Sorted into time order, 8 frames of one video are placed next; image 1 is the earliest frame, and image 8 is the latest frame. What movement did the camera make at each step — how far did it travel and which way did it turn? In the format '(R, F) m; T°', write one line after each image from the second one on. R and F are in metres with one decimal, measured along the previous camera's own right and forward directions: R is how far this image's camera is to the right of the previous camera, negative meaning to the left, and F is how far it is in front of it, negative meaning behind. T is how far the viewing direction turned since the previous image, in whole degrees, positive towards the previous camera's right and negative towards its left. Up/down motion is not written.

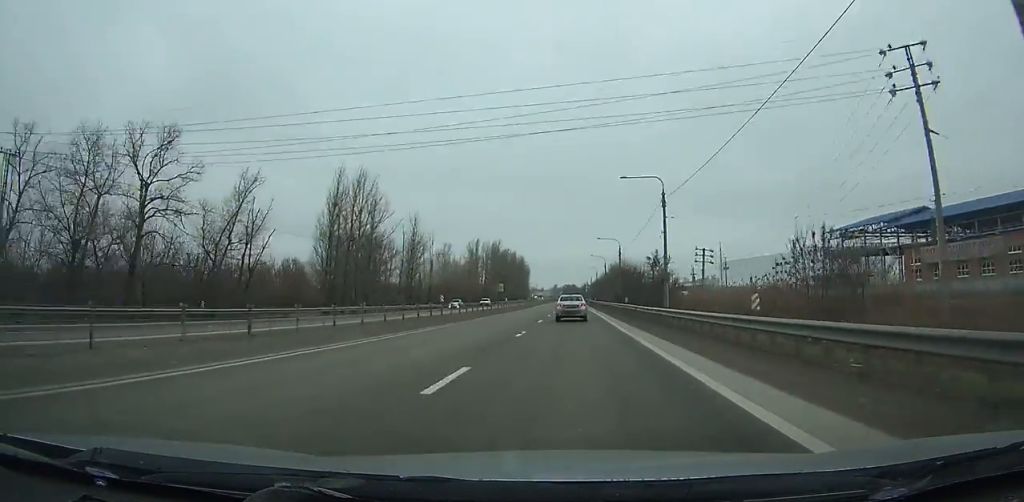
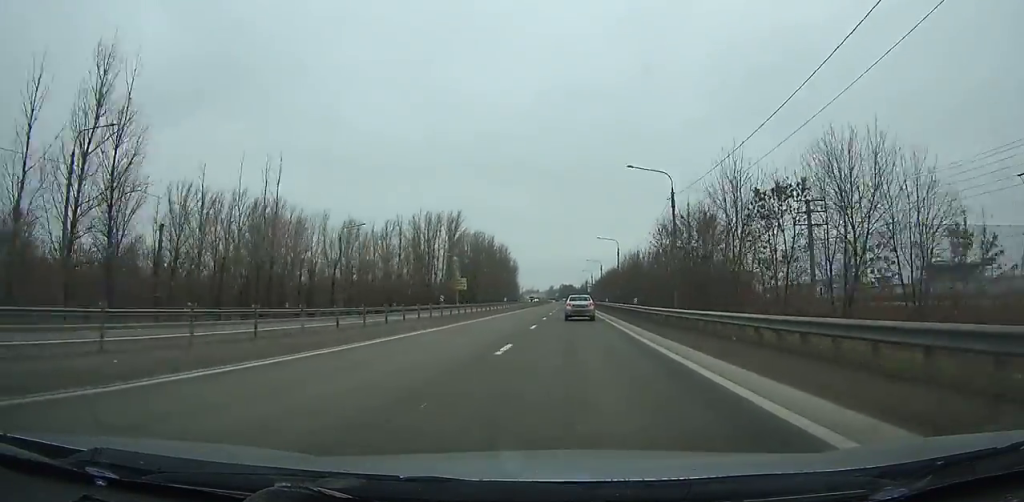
(+0.7, +77.9) m; 0°
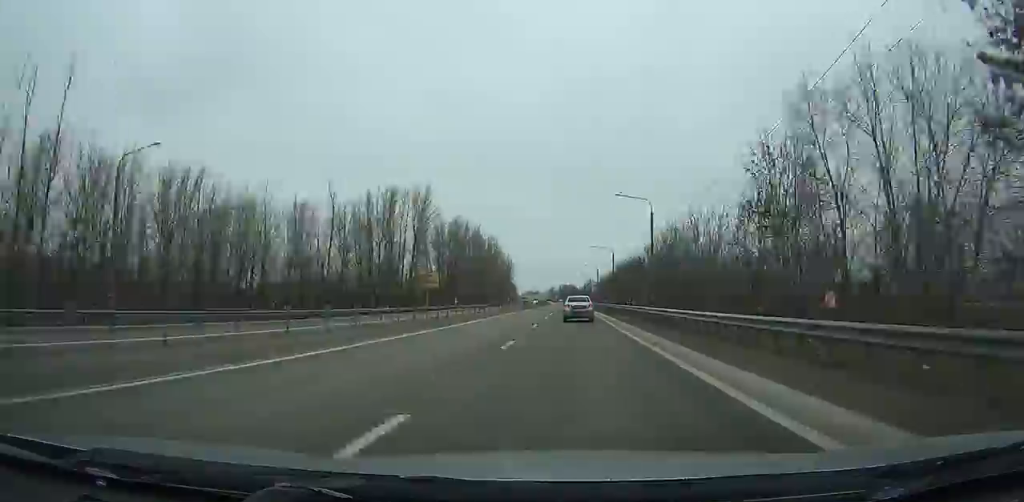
(-0.2, +33.7) m; 0°
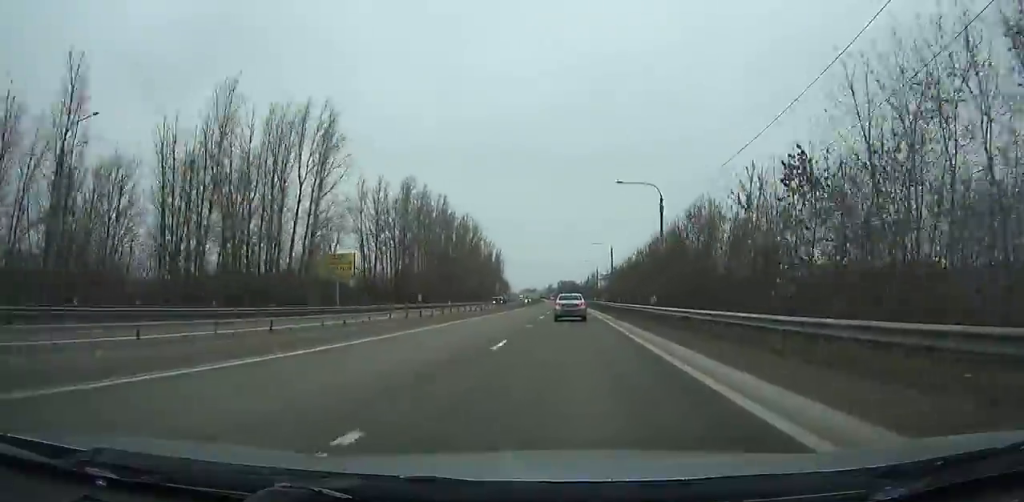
(-0.6, +48.3) m; 0°
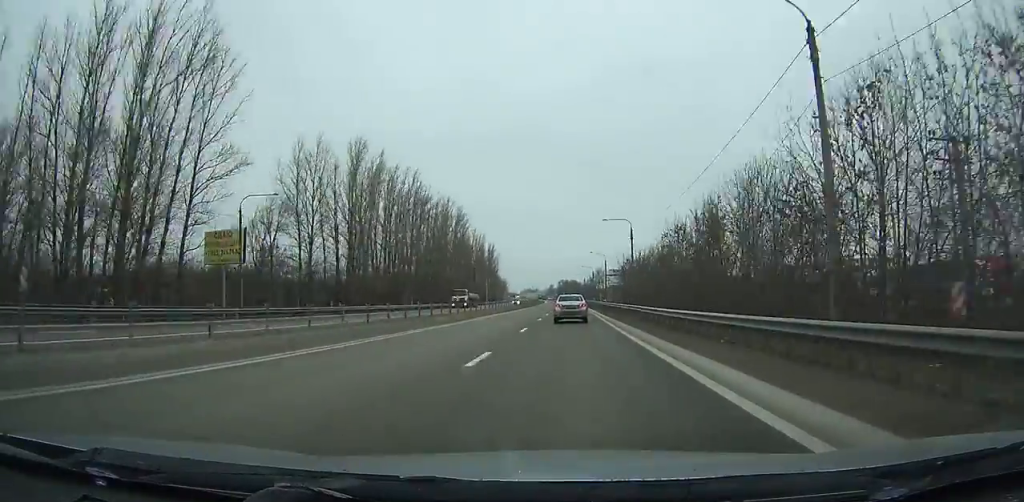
(+0.2, +27.1) m; 0°
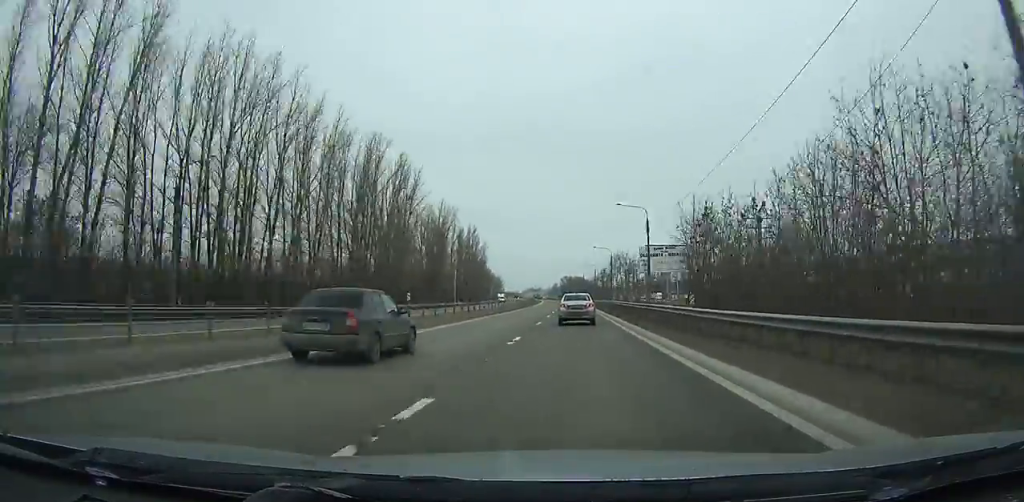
(+0.1, +53.9) m; 0°
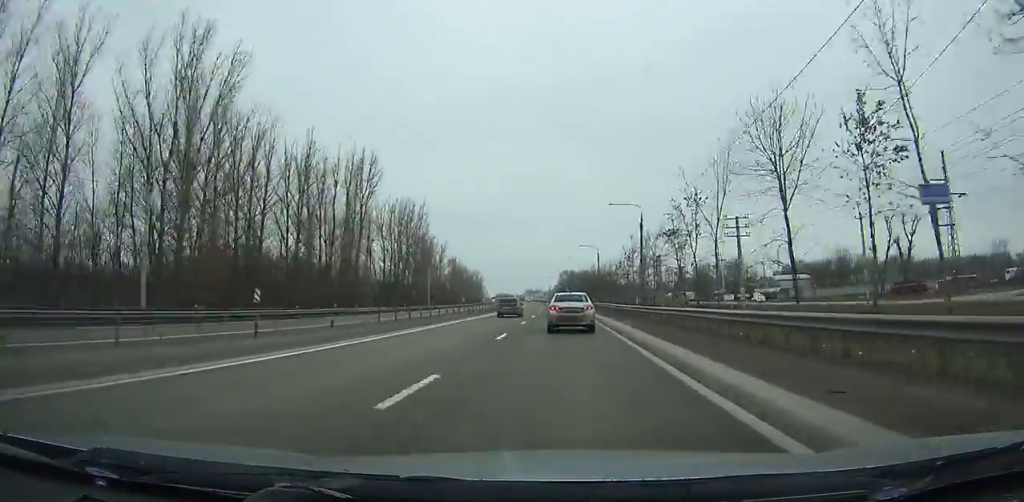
(-0.6, +91.6) m; -1°
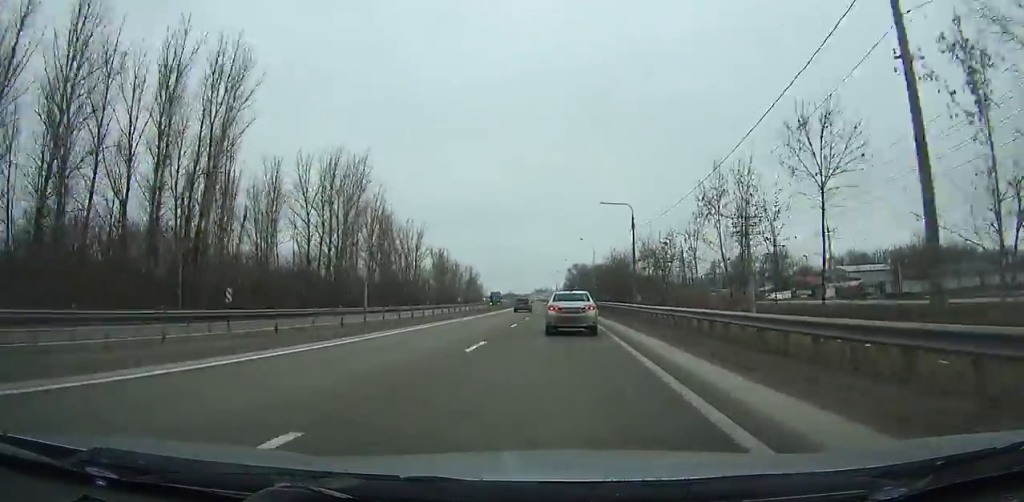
(-0.4, +39.7) m; -1°
